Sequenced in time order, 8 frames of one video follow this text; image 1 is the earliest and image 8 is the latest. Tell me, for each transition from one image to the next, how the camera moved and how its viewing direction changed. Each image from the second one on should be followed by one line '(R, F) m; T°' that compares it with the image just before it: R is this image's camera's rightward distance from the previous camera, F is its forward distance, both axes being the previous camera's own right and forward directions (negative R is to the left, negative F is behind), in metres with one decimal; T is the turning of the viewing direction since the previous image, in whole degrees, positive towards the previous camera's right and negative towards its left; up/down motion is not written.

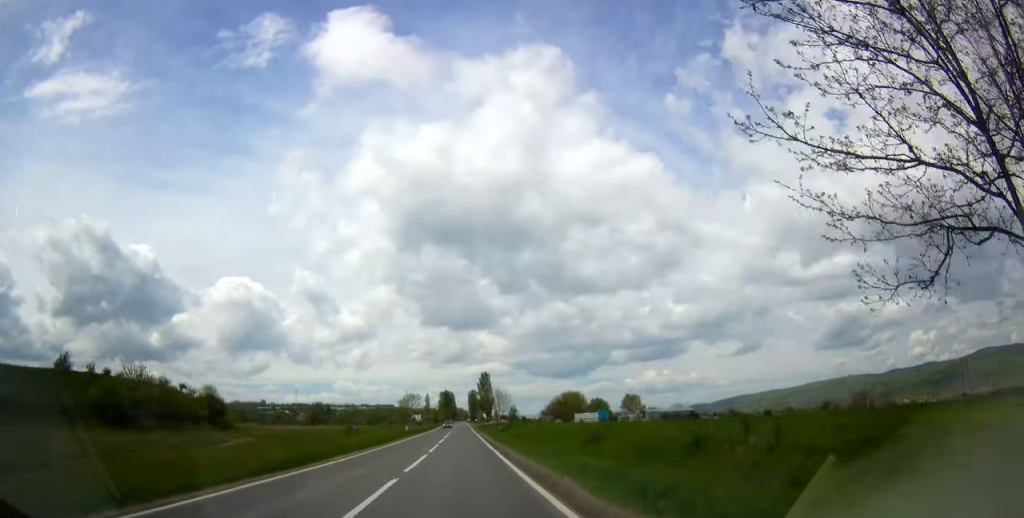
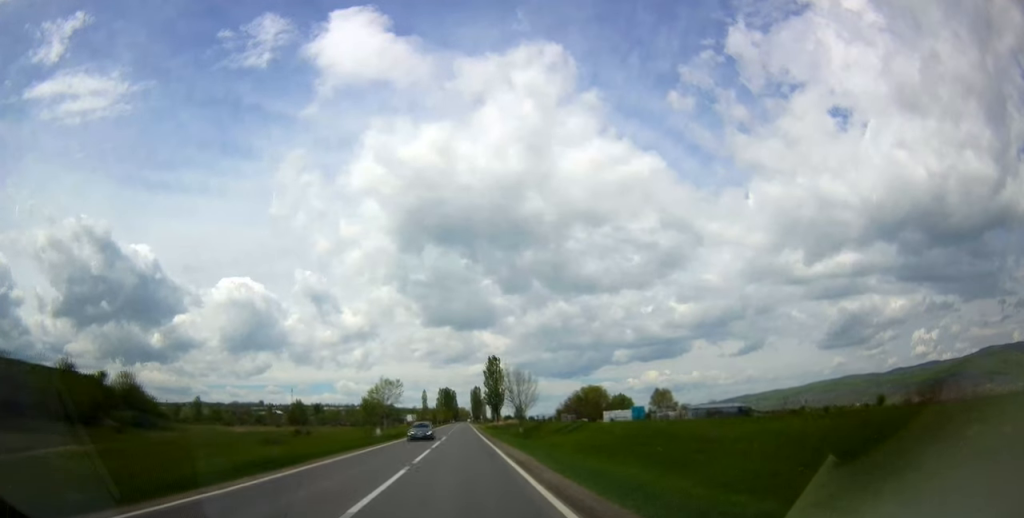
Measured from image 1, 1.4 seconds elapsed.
(-0.4, +33.7) m; +1°
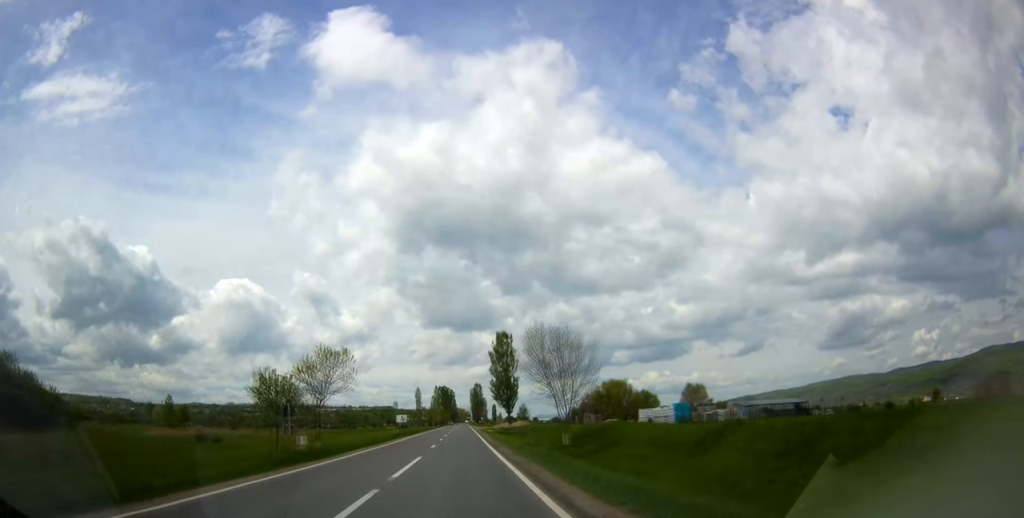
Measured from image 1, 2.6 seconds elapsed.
(+1.1, +29.7) m; +3°
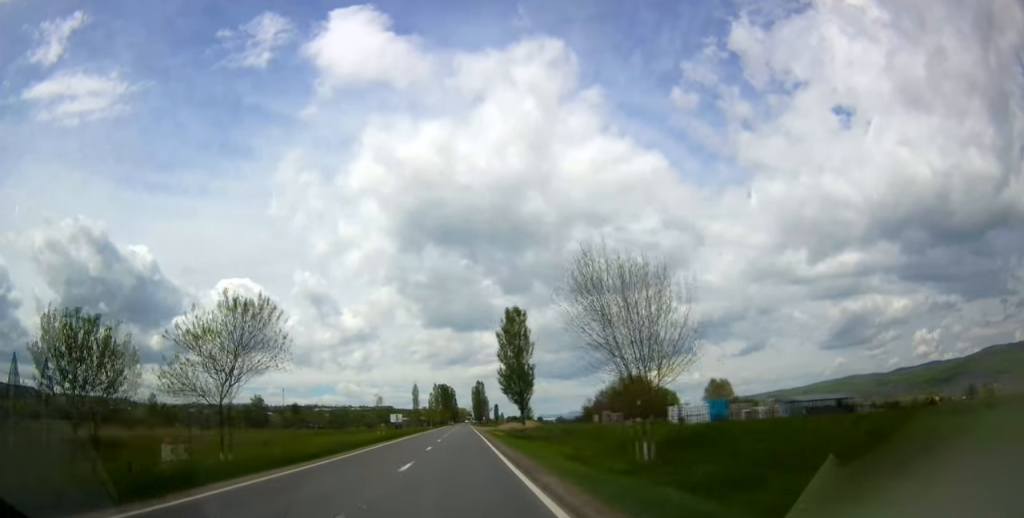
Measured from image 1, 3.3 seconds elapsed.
(+0.1, +16.3) m; 0°
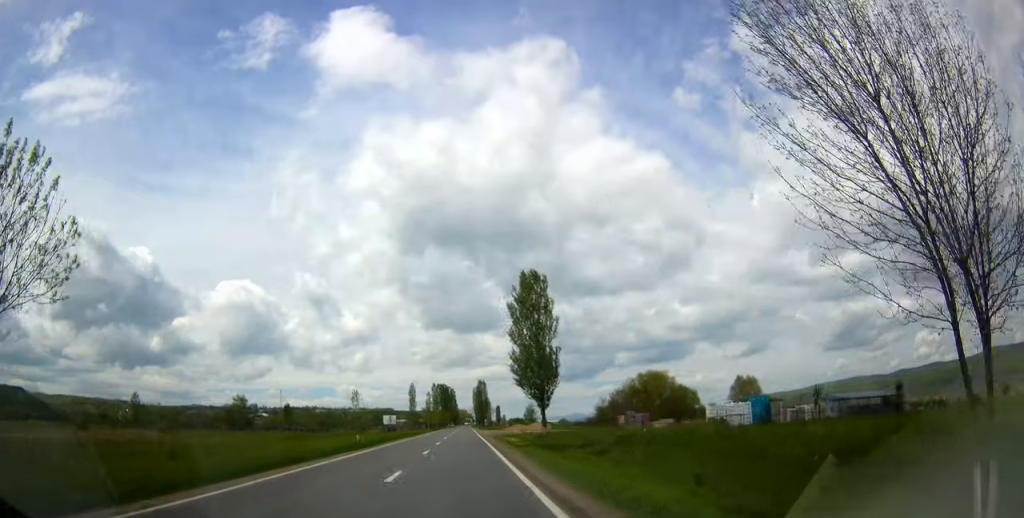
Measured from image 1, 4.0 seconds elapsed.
(0.0, +15.4) m; 0°
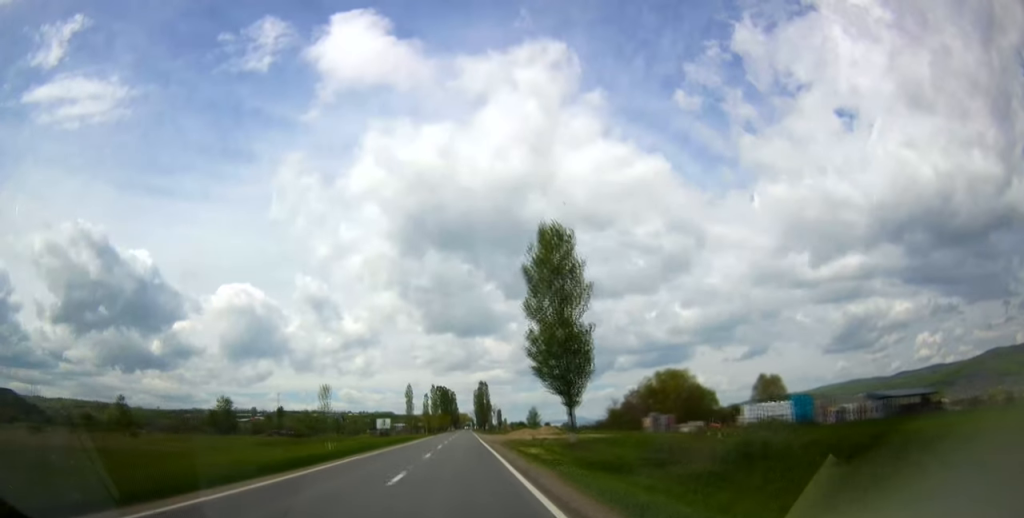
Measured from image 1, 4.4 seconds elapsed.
(0.0, +11.5) m; 0°
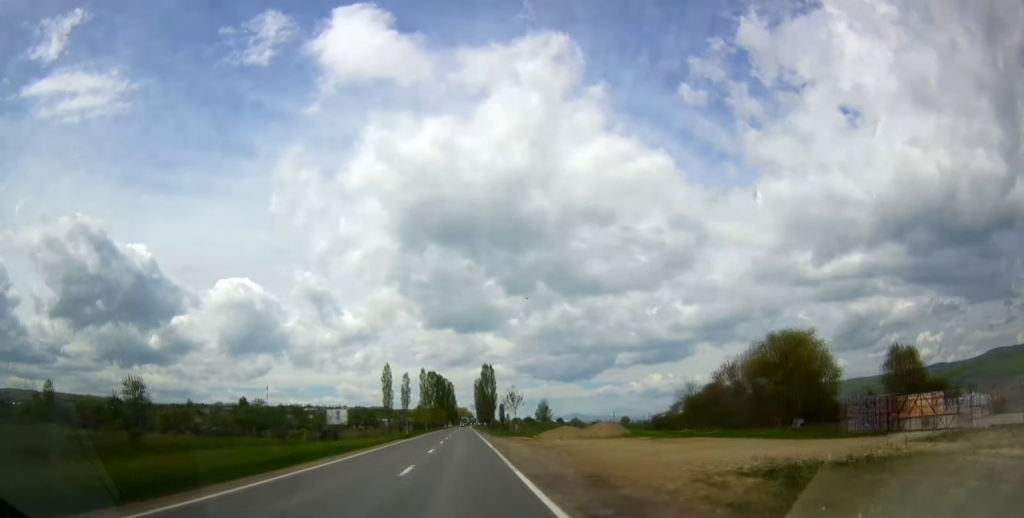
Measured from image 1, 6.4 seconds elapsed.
(-0.8, +46.9) m; -2°
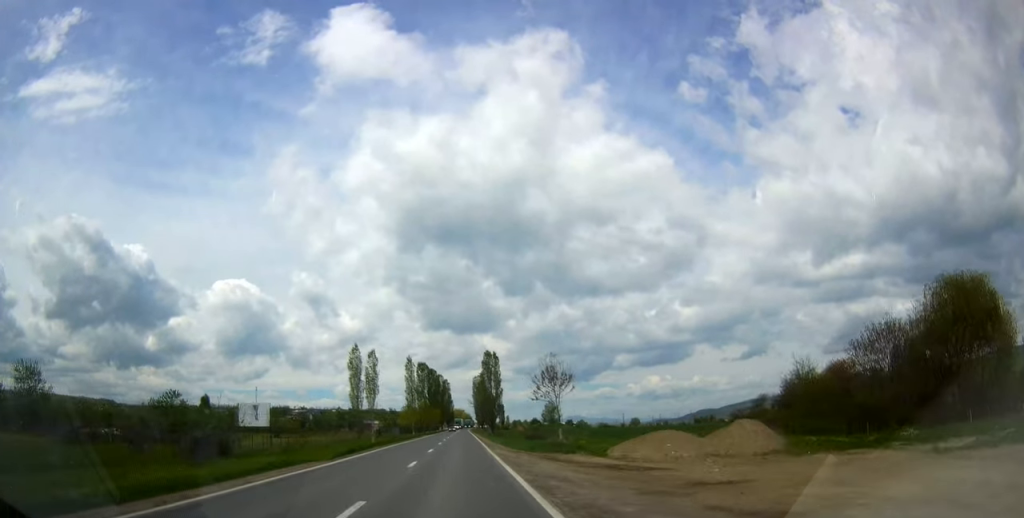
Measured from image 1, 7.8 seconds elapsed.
(+0.3, +33.2) m; +1°
